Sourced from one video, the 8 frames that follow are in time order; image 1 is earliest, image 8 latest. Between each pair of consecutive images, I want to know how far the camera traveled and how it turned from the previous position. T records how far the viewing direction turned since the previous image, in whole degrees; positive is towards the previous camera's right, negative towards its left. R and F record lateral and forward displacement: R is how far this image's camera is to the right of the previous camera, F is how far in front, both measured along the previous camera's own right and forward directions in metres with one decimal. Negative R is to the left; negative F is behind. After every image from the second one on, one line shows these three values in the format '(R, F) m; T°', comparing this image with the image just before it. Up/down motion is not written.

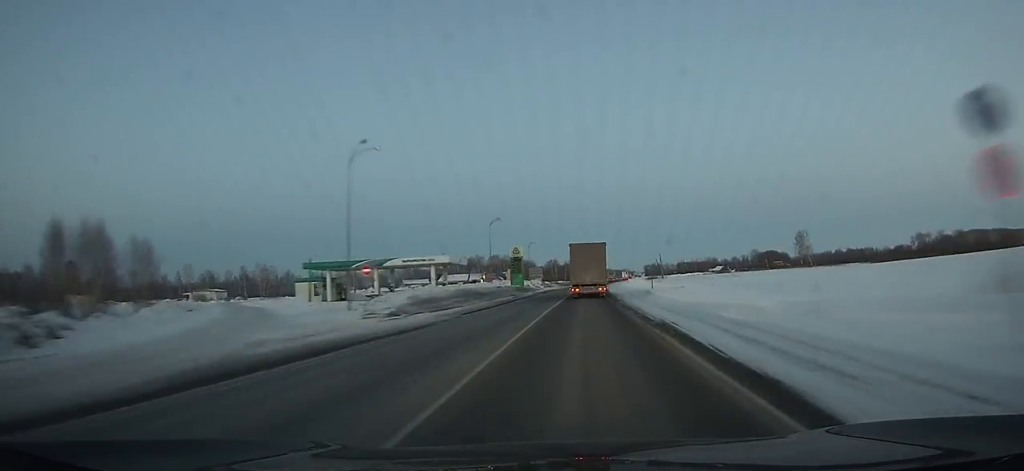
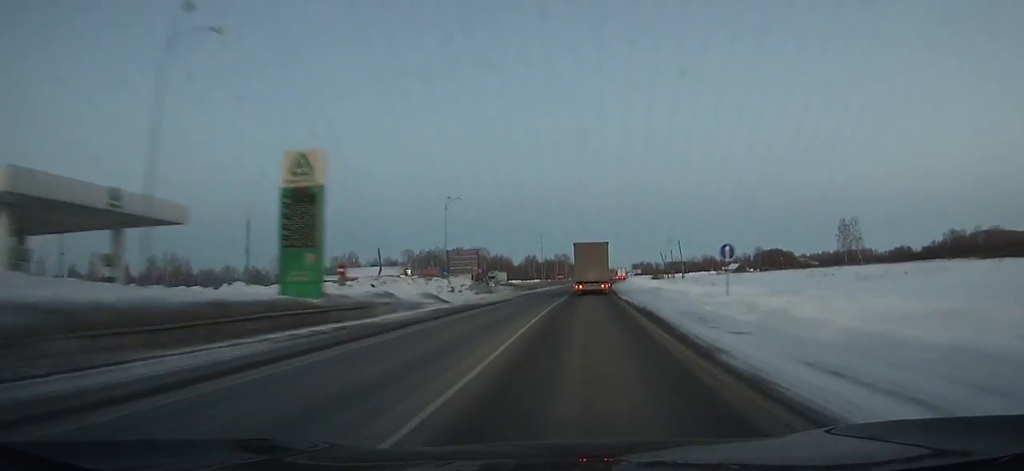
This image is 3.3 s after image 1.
(+0.1, +69.4) m; +1°
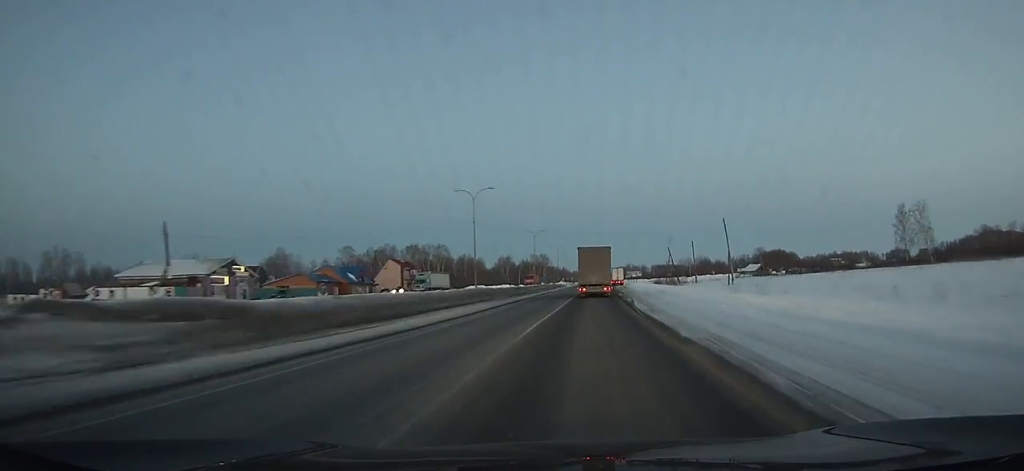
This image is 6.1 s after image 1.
(+1.4, +58.3) m; +2°
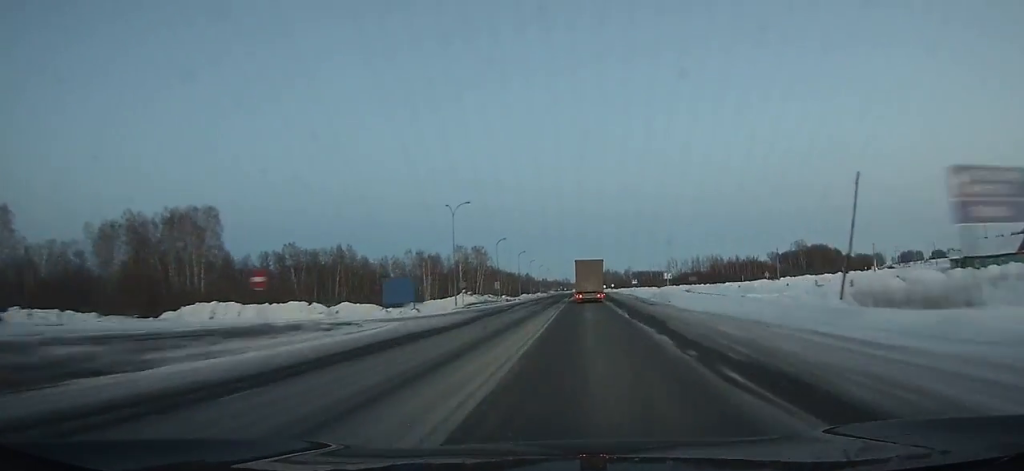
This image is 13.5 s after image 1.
(+4.0, +154.5) m; +3°
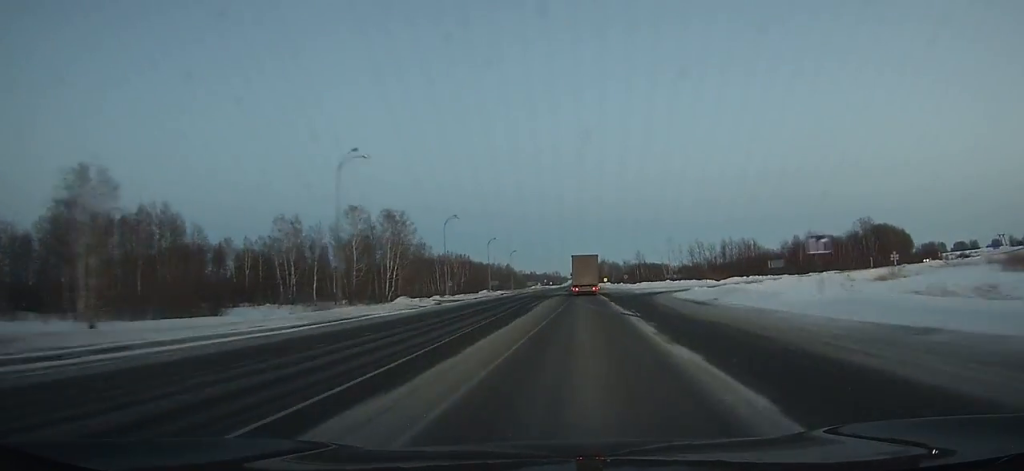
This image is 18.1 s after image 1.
(+1.1, +98.8) m; +1°
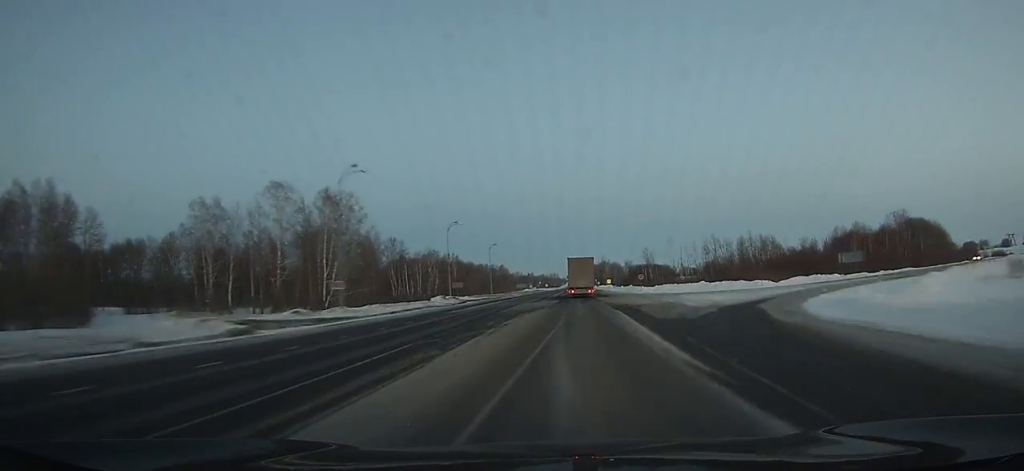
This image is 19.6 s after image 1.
(0.0, +33.1) m; 0°
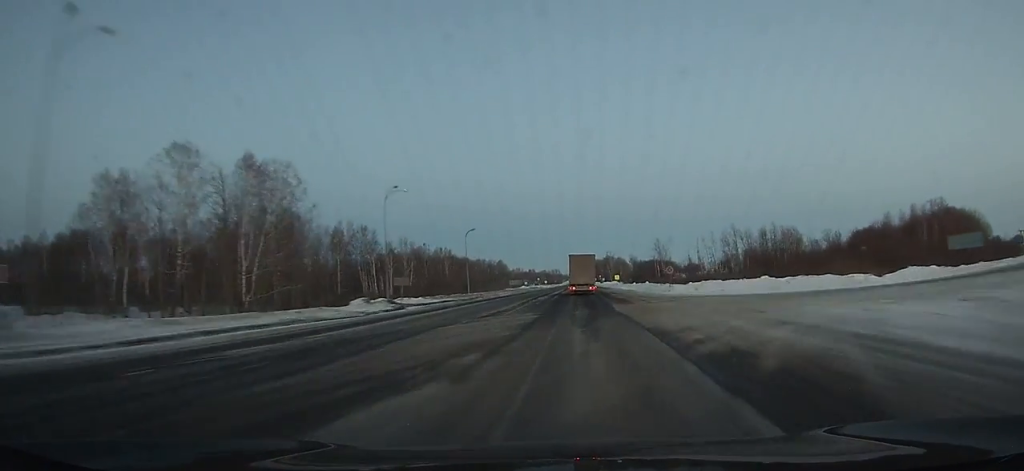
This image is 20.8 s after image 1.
(0.0, +26.7) m; 0°
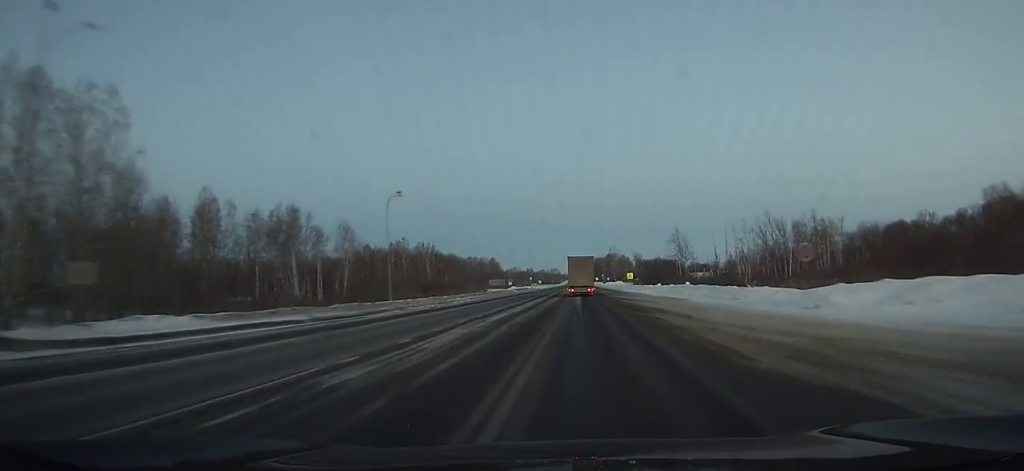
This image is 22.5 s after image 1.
(+0.1, +38.2) m; 0°
